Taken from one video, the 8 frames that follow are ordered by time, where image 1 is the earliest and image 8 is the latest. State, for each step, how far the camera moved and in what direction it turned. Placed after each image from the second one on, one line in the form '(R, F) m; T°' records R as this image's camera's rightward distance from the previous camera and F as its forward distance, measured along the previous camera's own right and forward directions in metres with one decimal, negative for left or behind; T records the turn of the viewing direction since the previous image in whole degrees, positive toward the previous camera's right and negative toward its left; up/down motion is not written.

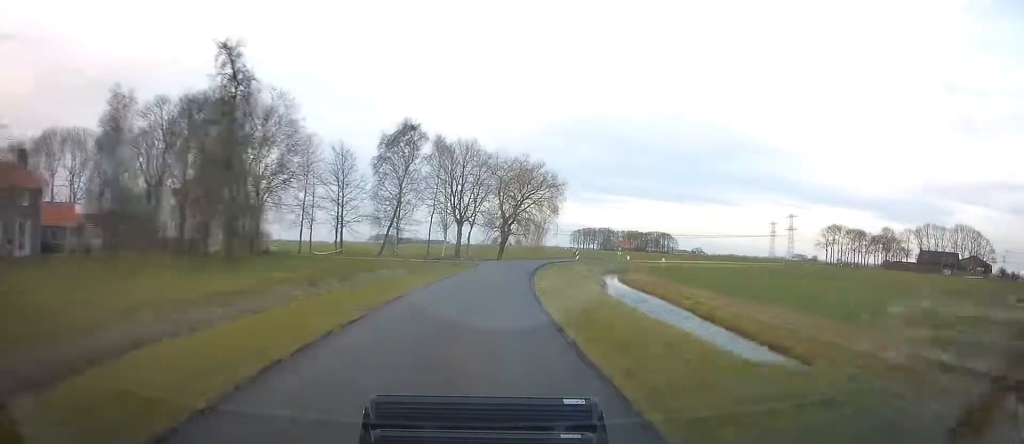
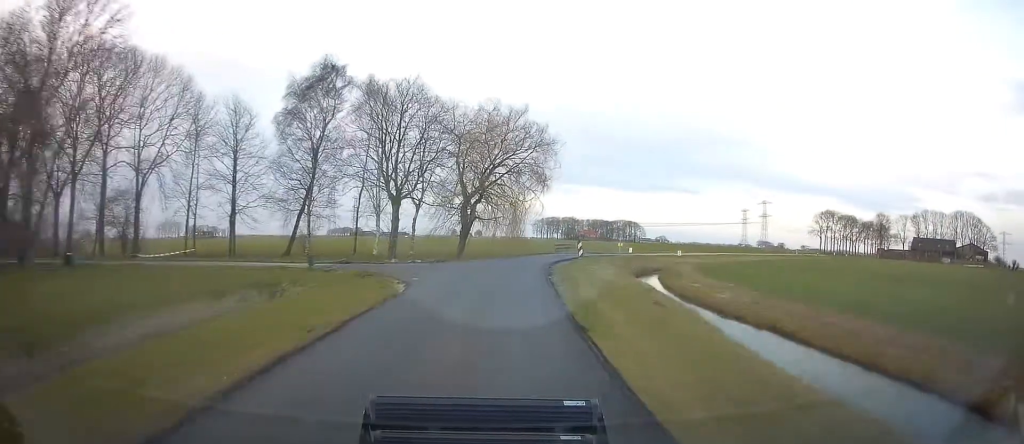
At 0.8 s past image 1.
(+0.5, +22.4) m; +4°
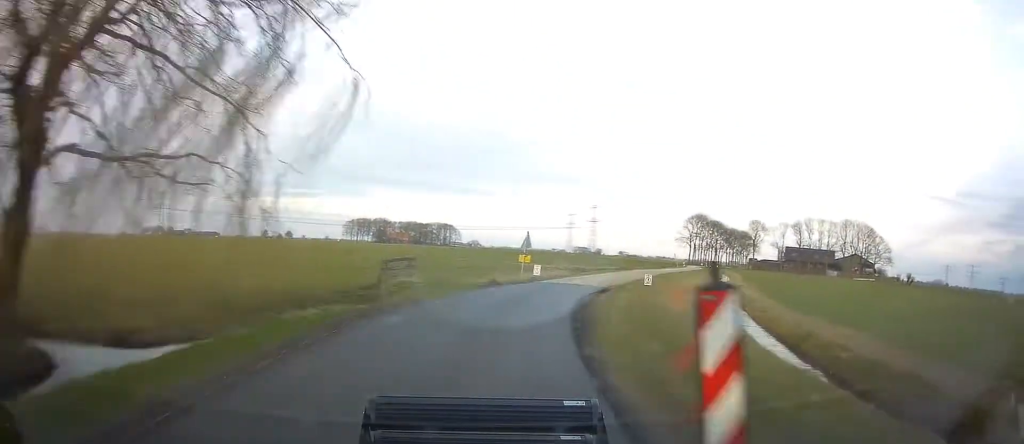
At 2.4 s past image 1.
(+4.7, +35.6) m; +18°
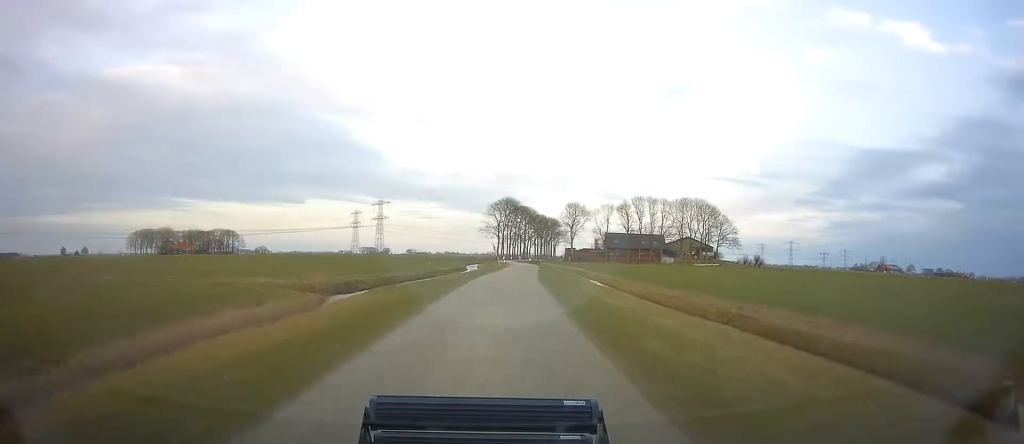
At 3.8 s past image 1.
(+5.1, +30.6) m; +17°
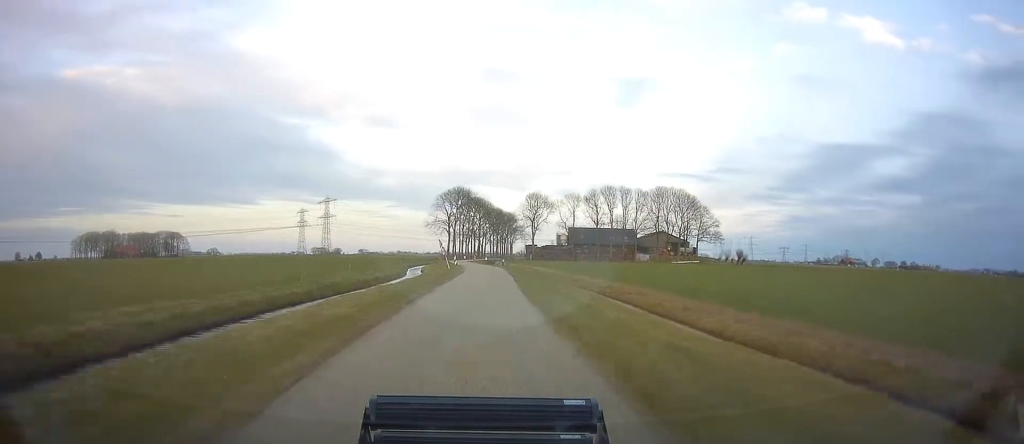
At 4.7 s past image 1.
(+1.6, +20.7) m; +5°
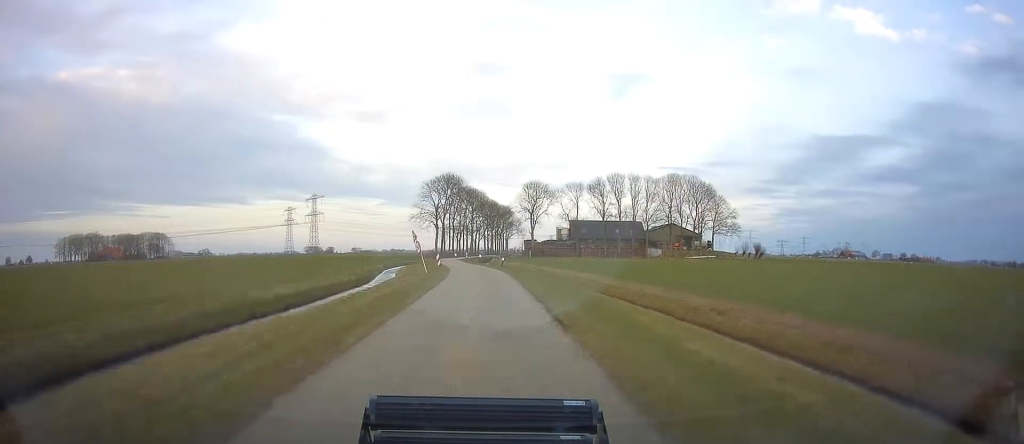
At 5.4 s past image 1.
(+0.2, +16.9) m; +1°
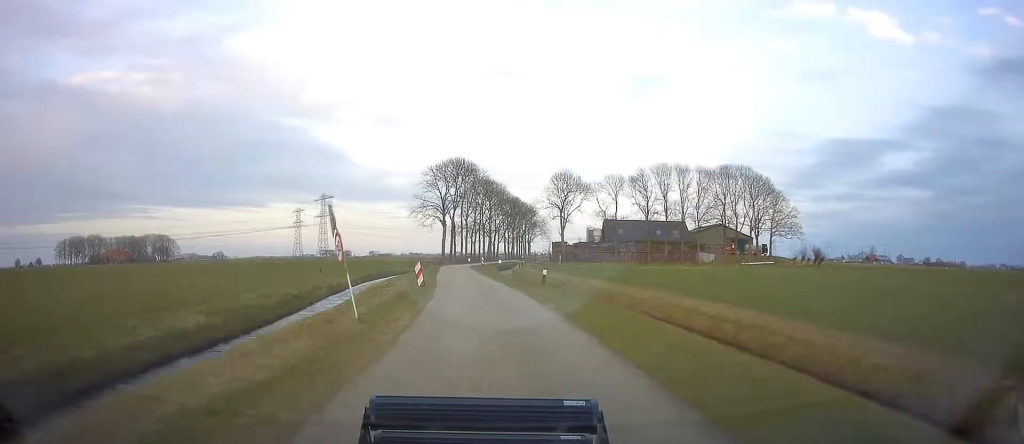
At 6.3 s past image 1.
(+0.2, +23.5) m; -1°
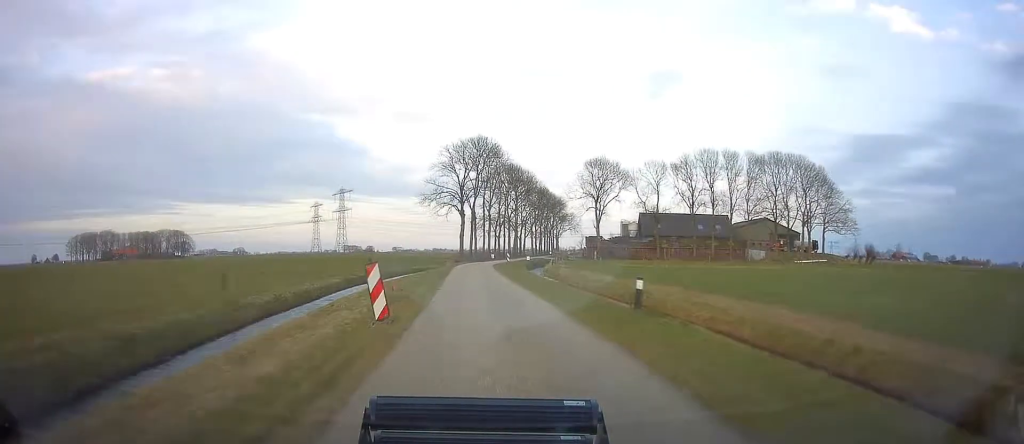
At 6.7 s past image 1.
(+0.1, +12.6) m; -1°
